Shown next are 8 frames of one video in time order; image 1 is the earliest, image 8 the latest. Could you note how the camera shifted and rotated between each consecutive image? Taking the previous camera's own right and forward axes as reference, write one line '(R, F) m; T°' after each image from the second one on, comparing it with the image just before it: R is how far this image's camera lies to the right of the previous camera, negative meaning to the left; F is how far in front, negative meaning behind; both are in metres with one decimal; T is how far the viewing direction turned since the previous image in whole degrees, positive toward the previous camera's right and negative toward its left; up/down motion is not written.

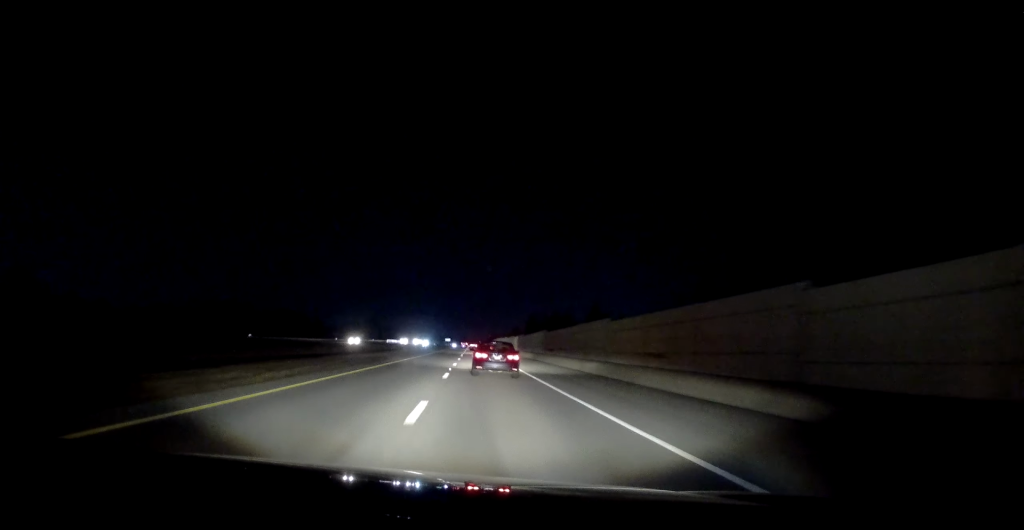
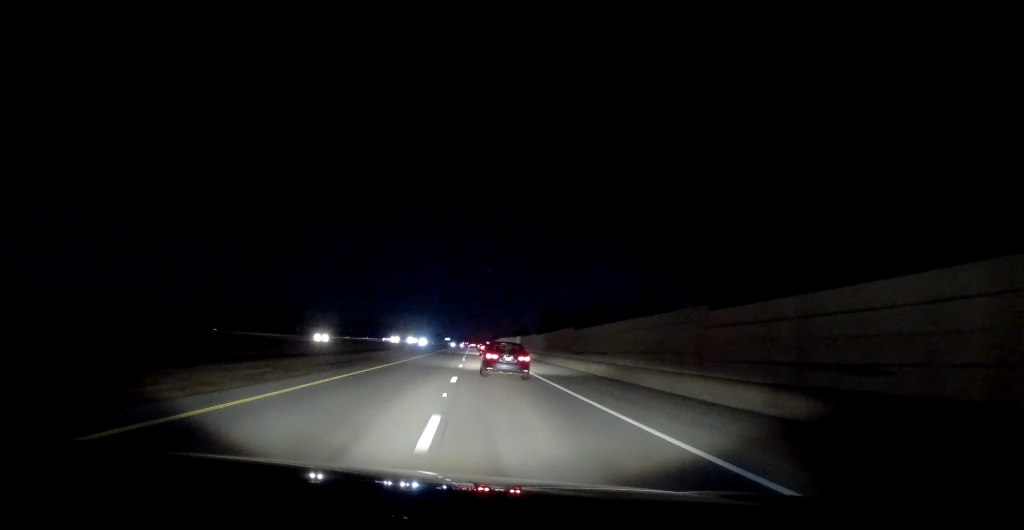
(0.0, +14.3) m; 0°
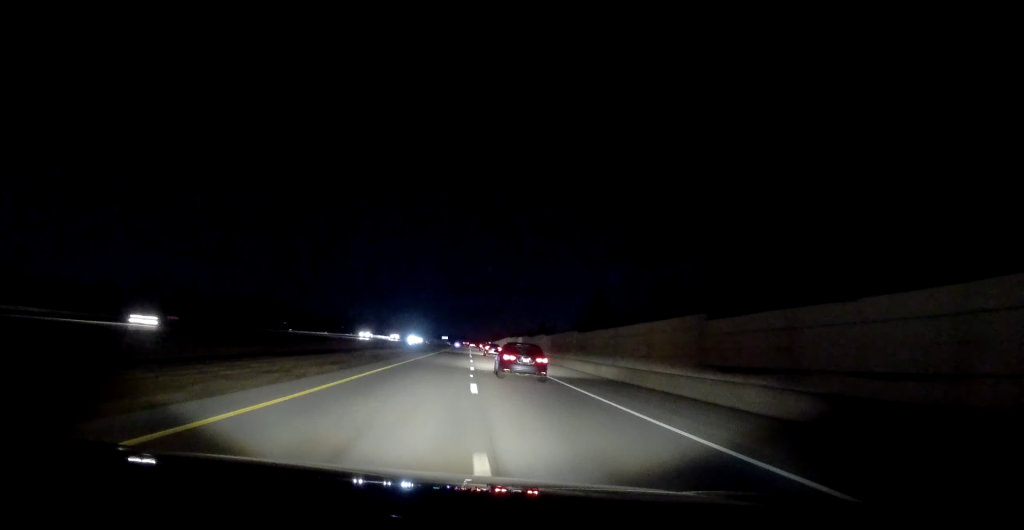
(0.0, +27.7) m; 0°
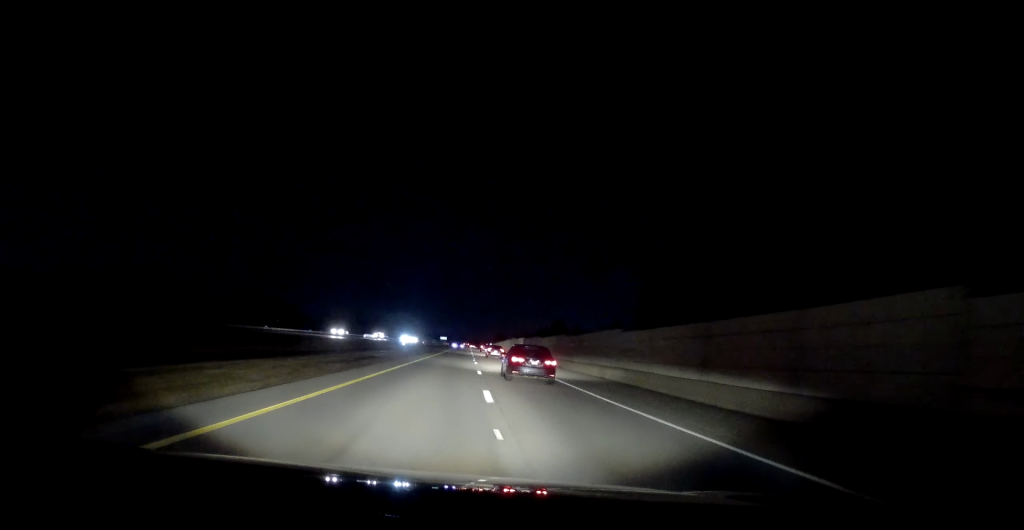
(0.0, +14.3) m; 0°
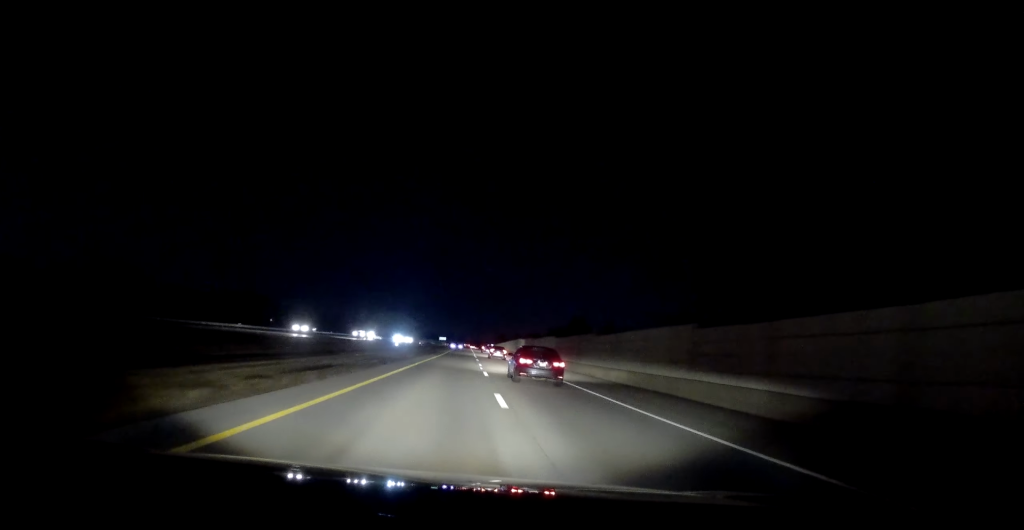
(0.0, +12.4) m; 0°
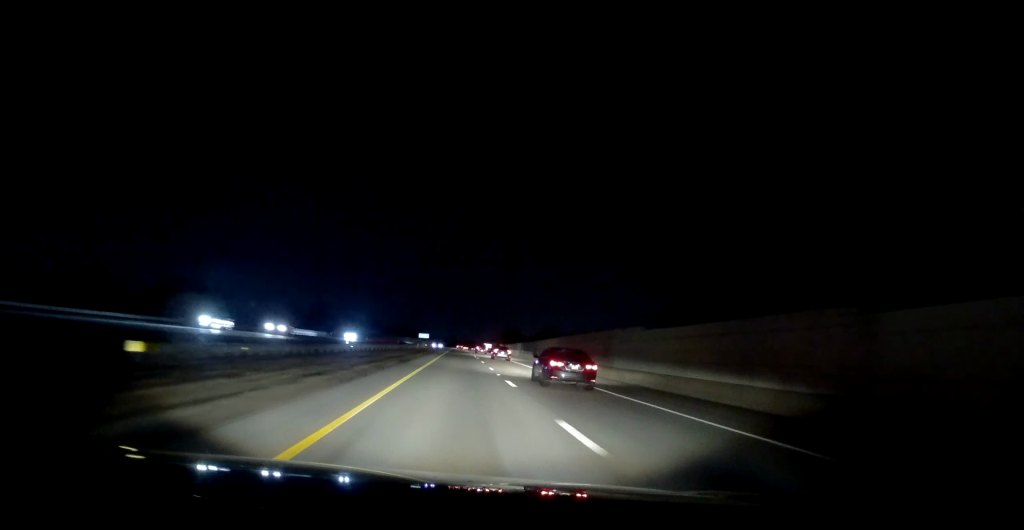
(0.0, +77.8) m; 0°
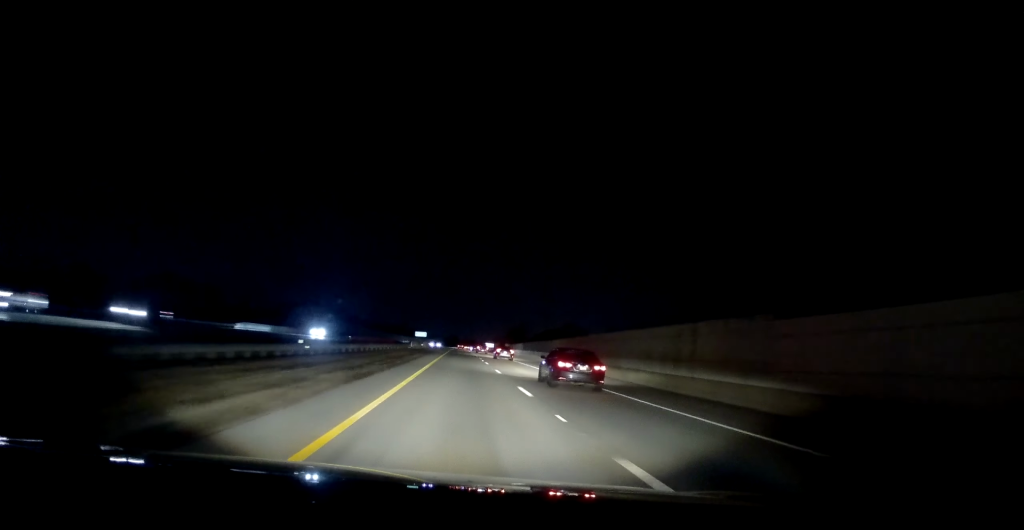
(-0.1, +15.5) m; +1°
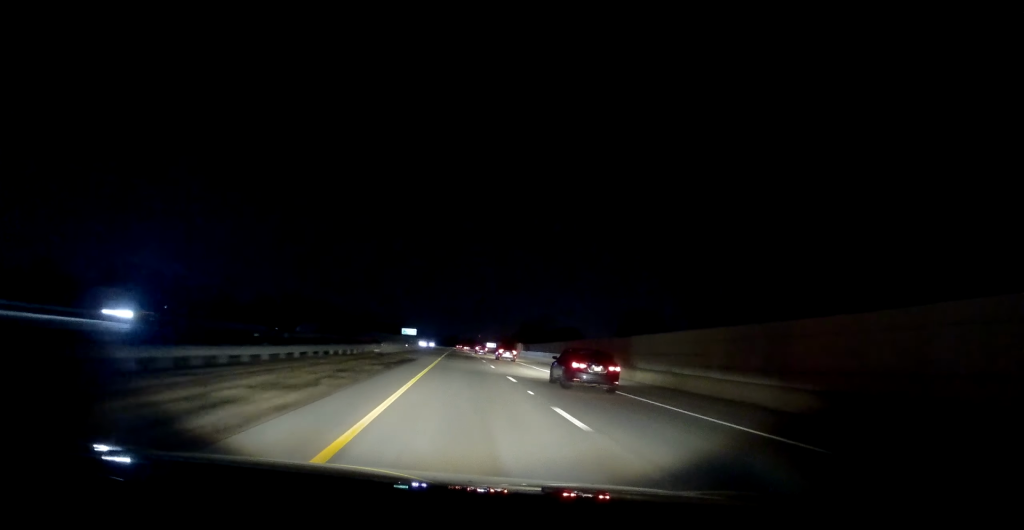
(+0.5, +30.0) m; 0°
